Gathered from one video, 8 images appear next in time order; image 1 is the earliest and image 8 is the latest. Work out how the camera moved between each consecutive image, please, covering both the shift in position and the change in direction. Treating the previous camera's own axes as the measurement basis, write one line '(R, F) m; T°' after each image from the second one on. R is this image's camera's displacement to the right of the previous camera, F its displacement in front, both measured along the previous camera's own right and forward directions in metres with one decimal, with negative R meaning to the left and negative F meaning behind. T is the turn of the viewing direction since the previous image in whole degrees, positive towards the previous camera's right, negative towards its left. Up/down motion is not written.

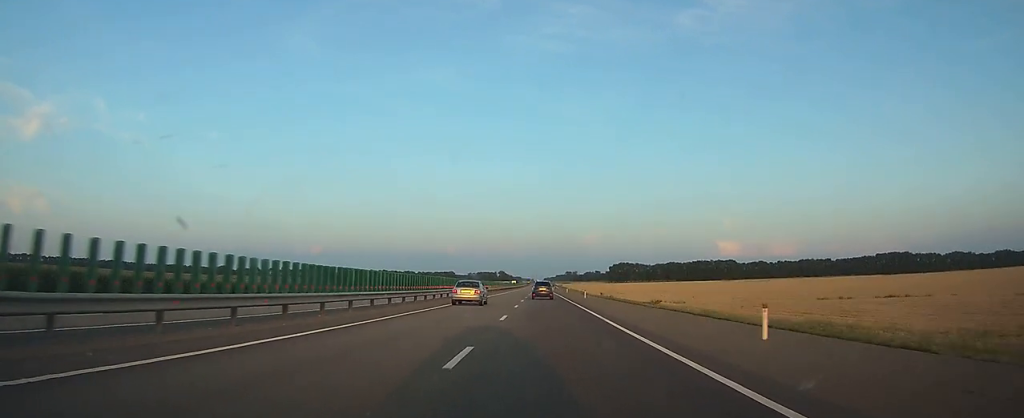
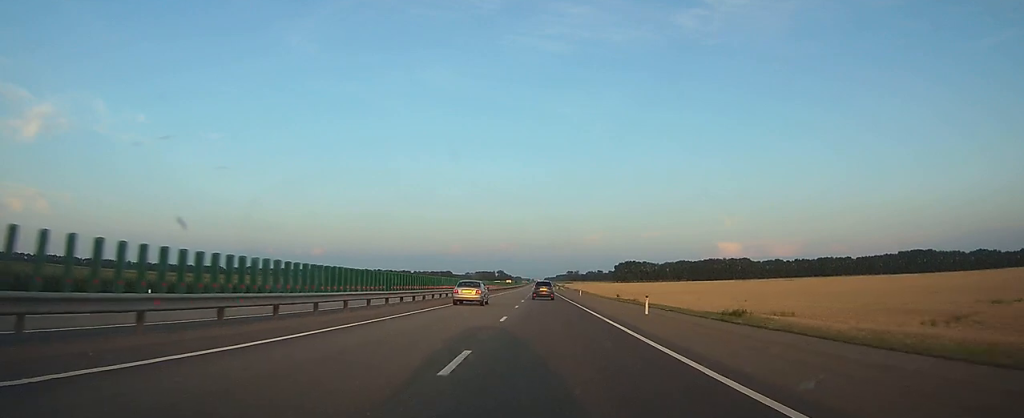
(-0.1, +37.0) m; 0°
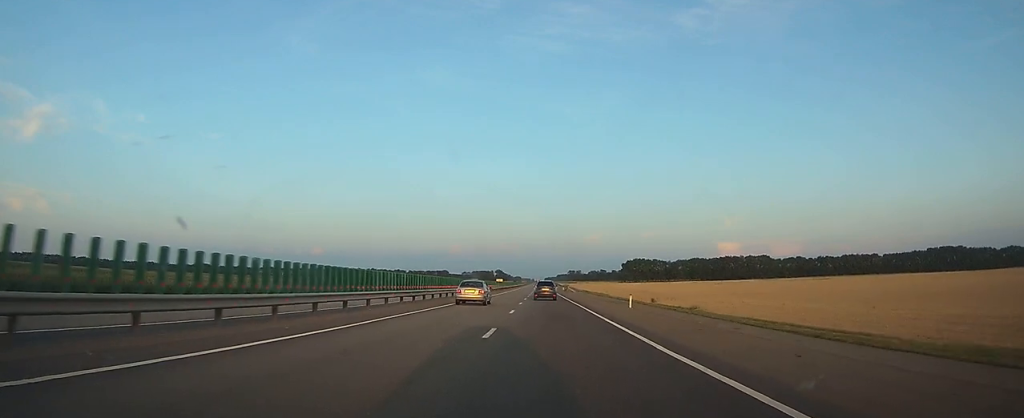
(0.0, +42.2) m; 0°
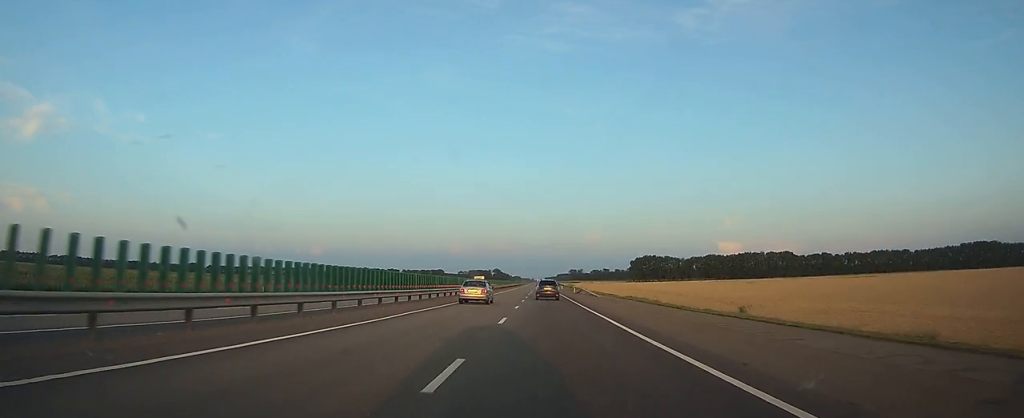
(+0.1, +43.1) m; 0°
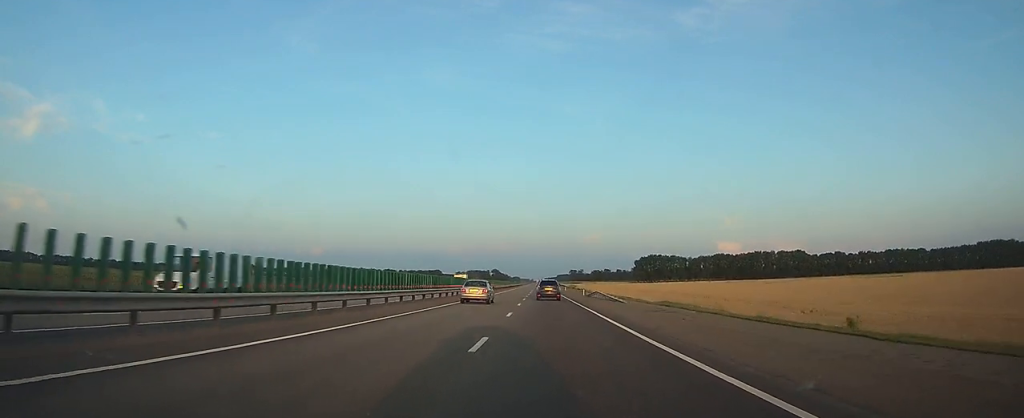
(0.0, +19.8) m; 0°
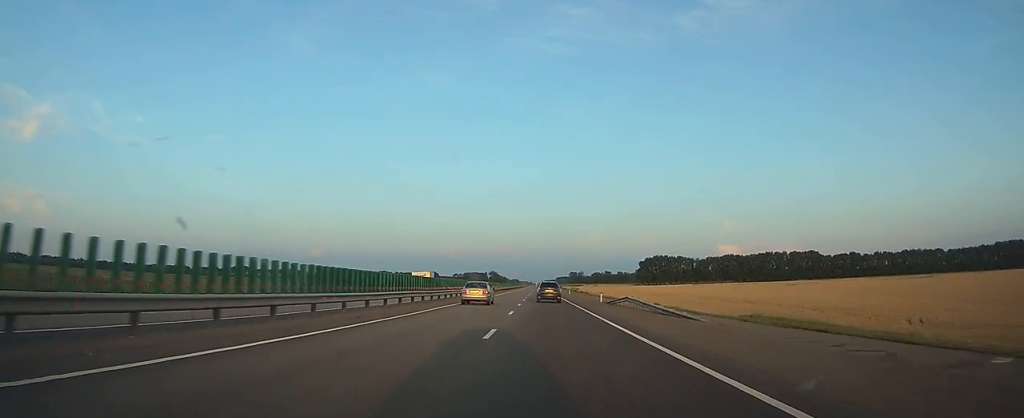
(0.0, +20.8) m; 0°
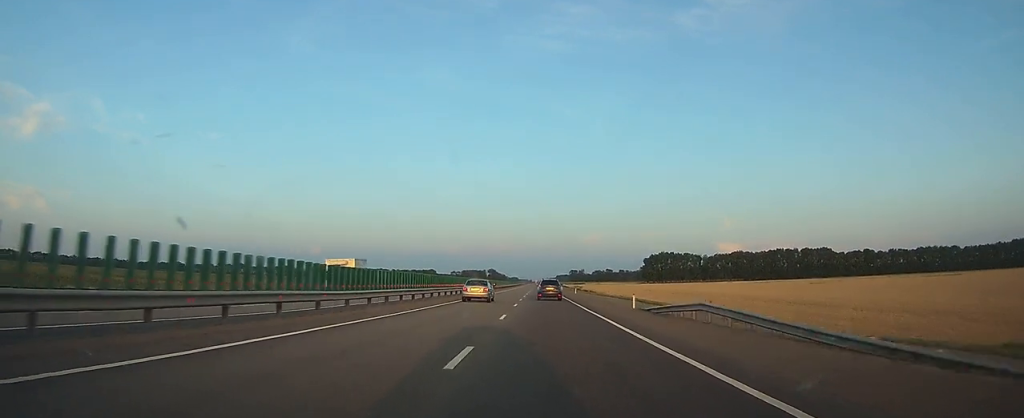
(0.0, +17.4) m; 0°
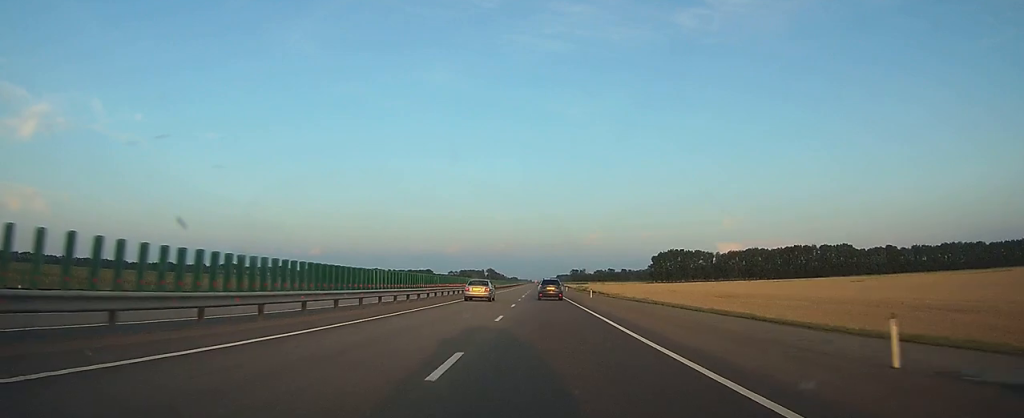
(0.0, +25.0) m; 0°
